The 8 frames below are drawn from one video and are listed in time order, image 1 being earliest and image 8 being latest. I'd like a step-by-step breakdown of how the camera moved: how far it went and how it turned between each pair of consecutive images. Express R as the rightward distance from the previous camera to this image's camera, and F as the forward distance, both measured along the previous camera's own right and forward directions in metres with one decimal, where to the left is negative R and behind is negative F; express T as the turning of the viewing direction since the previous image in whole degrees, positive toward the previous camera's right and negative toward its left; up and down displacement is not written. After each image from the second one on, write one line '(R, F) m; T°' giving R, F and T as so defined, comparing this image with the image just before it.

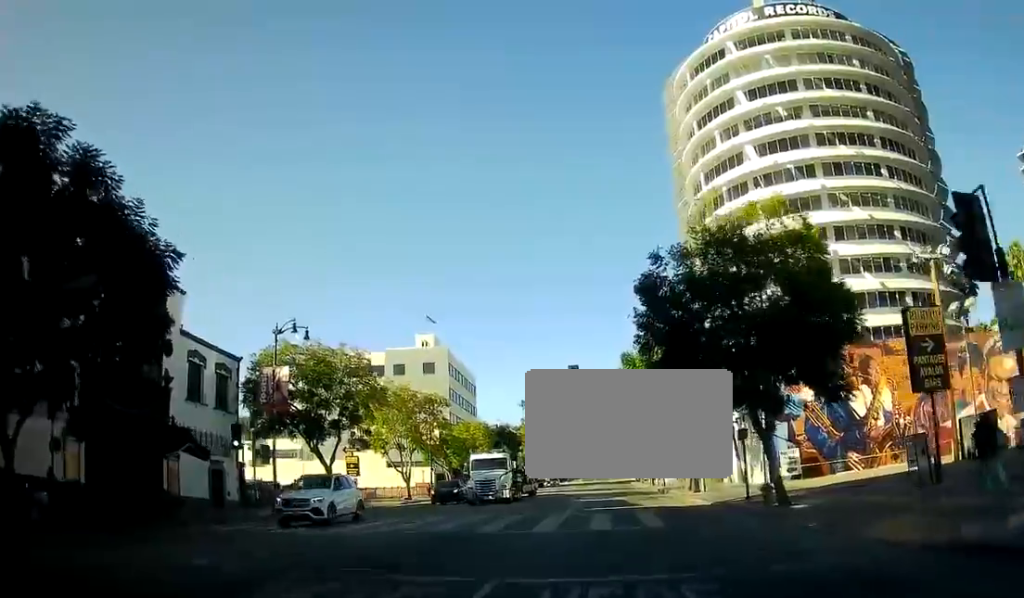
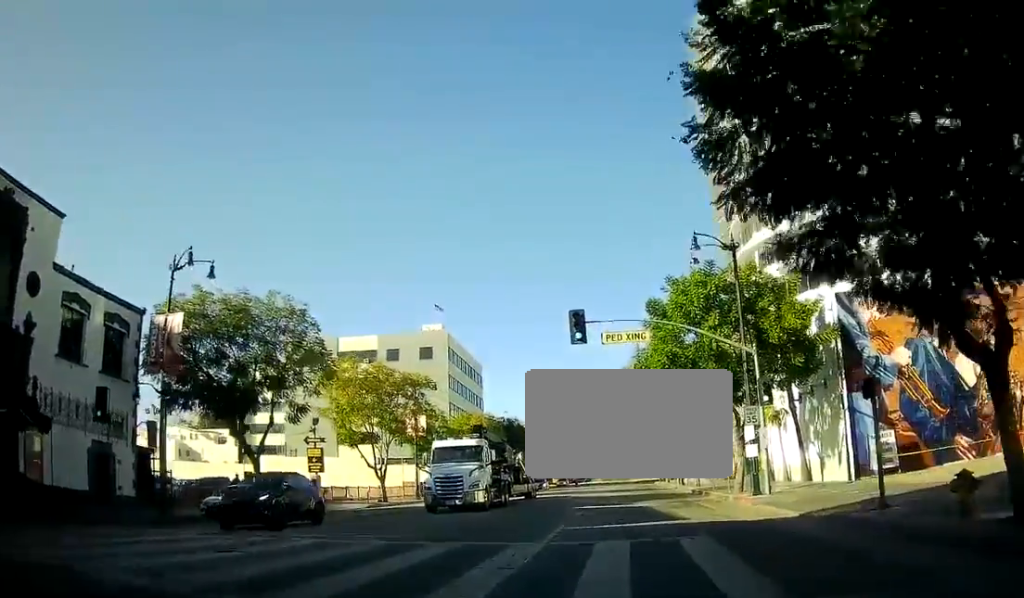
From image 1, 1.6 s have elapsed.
(0.0, +14.9) m; 0°
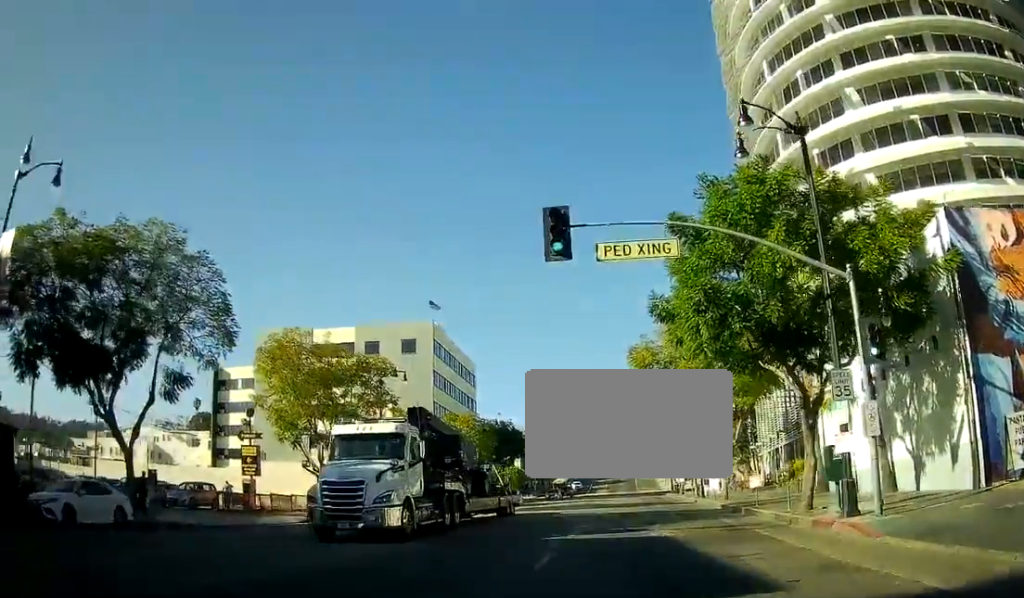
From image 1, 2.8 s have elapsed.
(0.0, +12.7) m; -1°
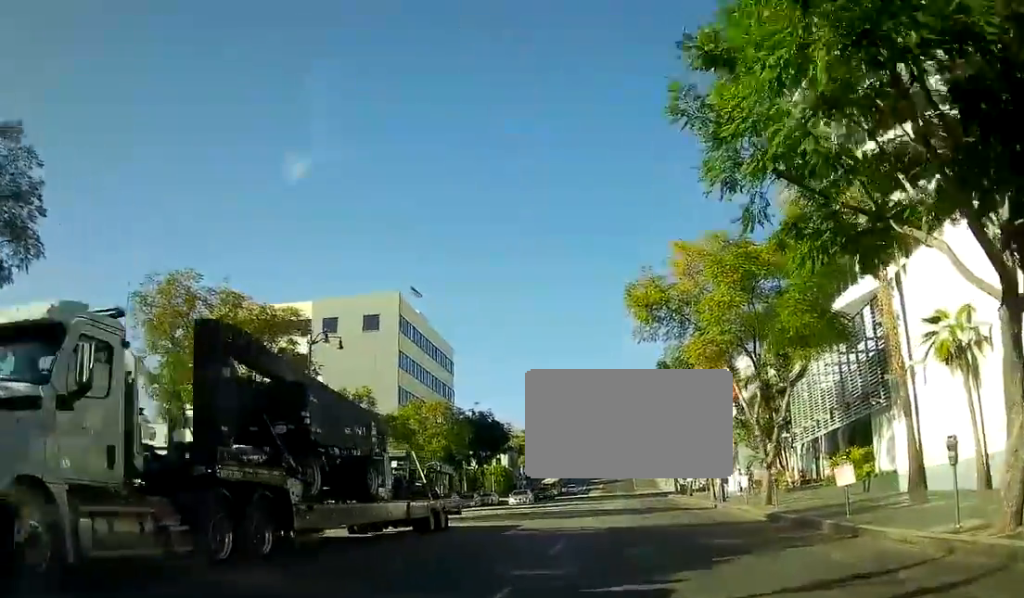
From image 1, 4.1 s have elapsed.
(-0.5, +13.4) m; -5°
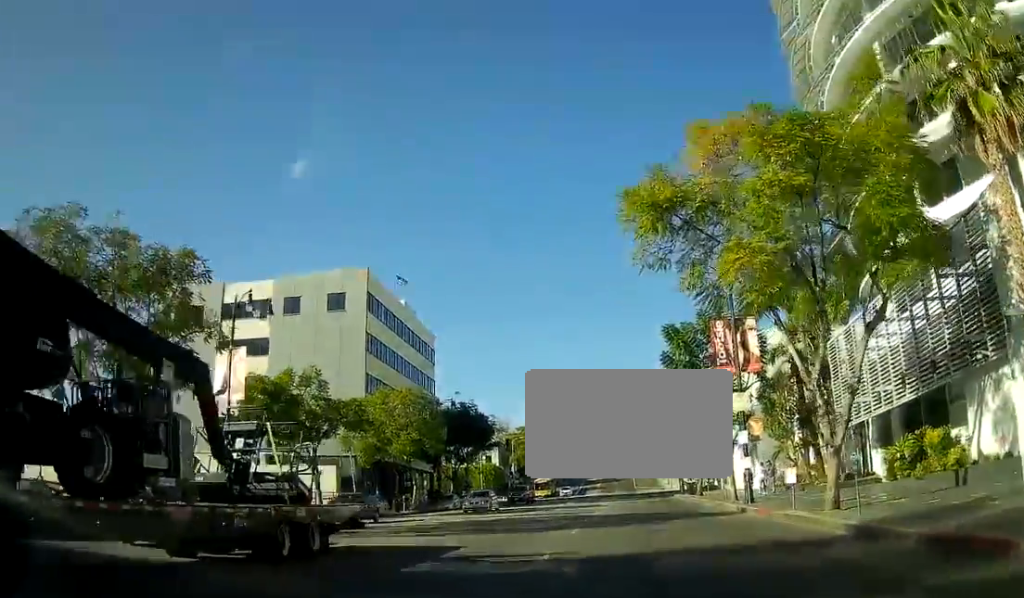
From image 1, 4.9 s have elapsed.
(-0.2, +8.9) m; -1°
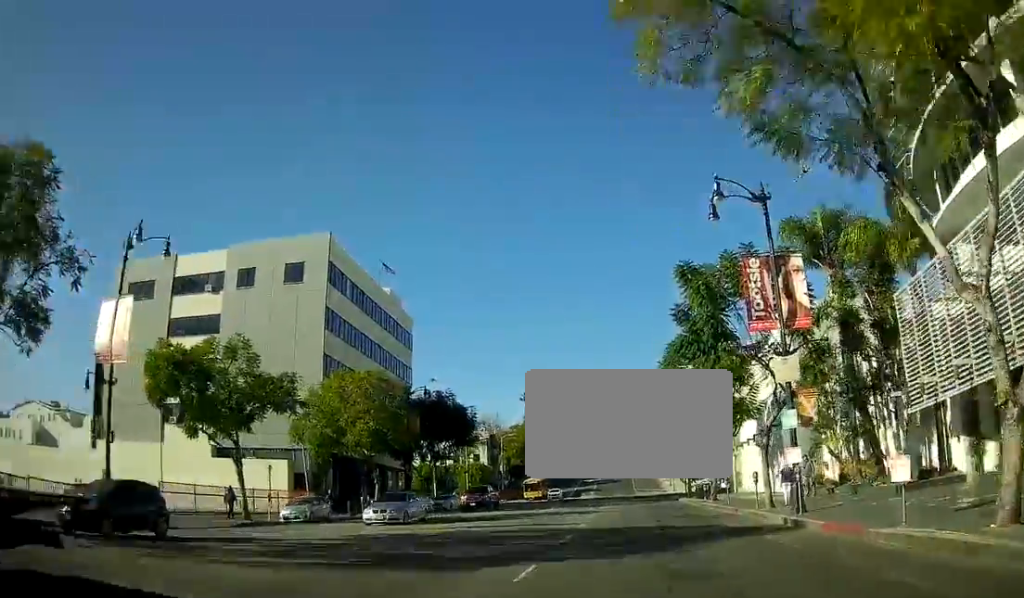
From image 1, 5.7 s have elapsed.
(0.0, +9.2) m; 0°
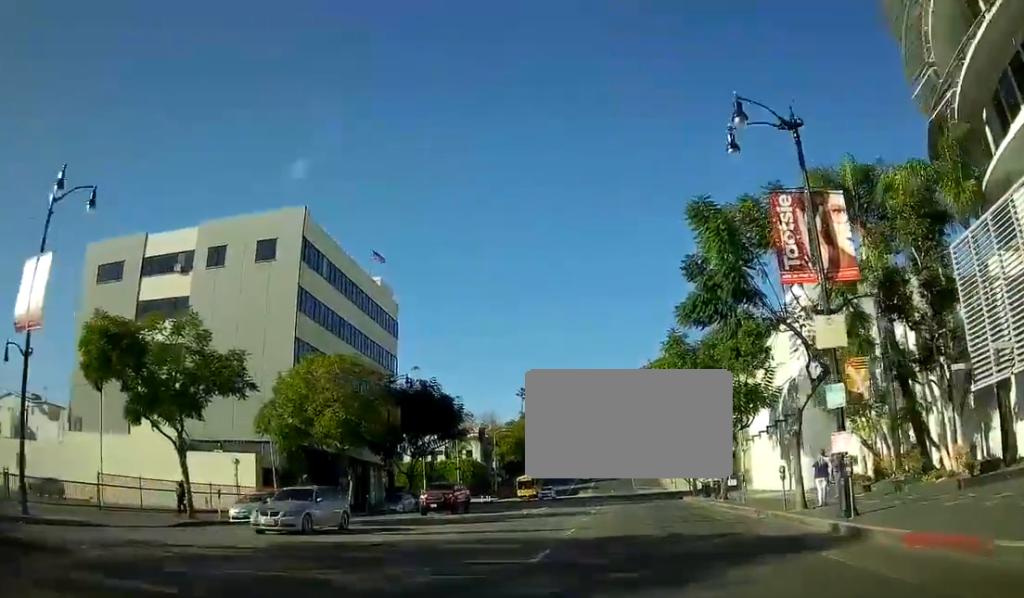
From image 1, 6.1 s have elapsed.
(0.0, +4.7) m; 0°
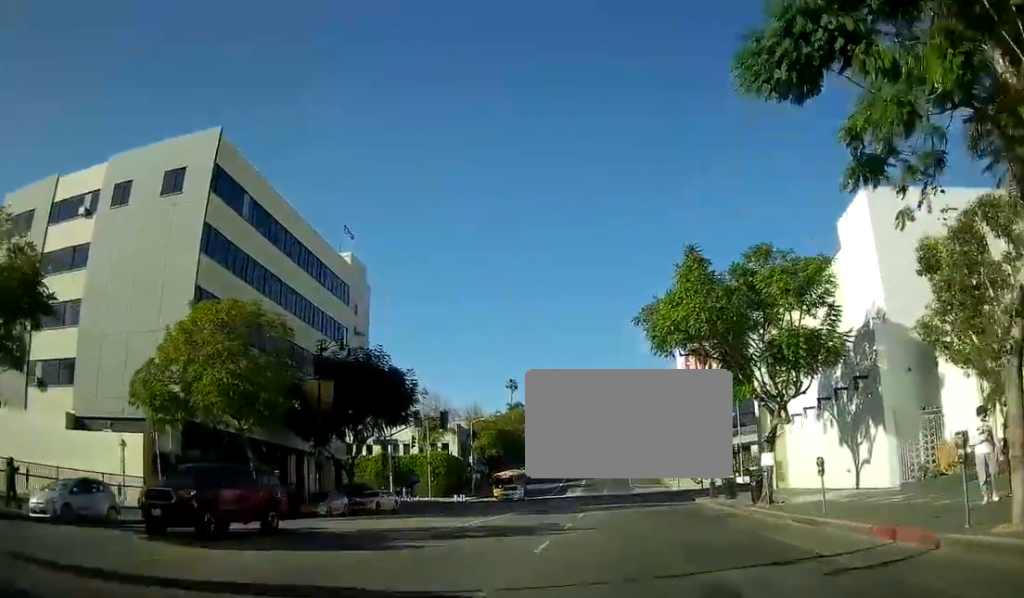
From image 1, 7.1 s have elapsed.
(0.0, +12.3) m; 0°
